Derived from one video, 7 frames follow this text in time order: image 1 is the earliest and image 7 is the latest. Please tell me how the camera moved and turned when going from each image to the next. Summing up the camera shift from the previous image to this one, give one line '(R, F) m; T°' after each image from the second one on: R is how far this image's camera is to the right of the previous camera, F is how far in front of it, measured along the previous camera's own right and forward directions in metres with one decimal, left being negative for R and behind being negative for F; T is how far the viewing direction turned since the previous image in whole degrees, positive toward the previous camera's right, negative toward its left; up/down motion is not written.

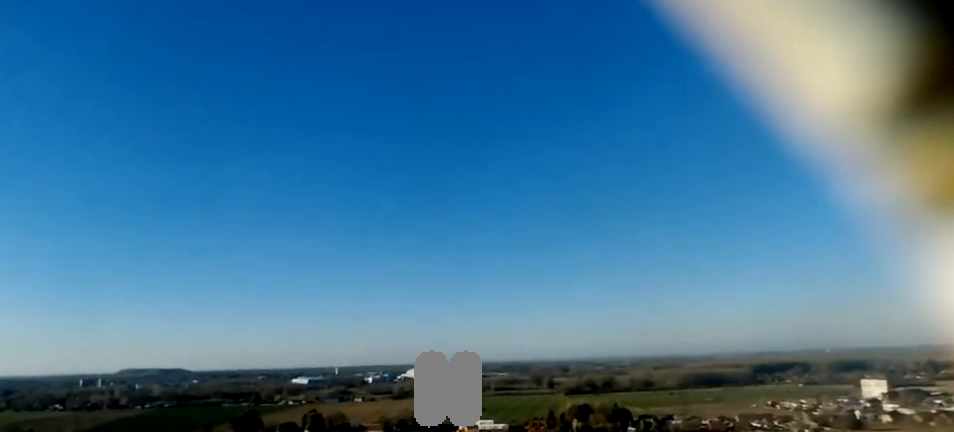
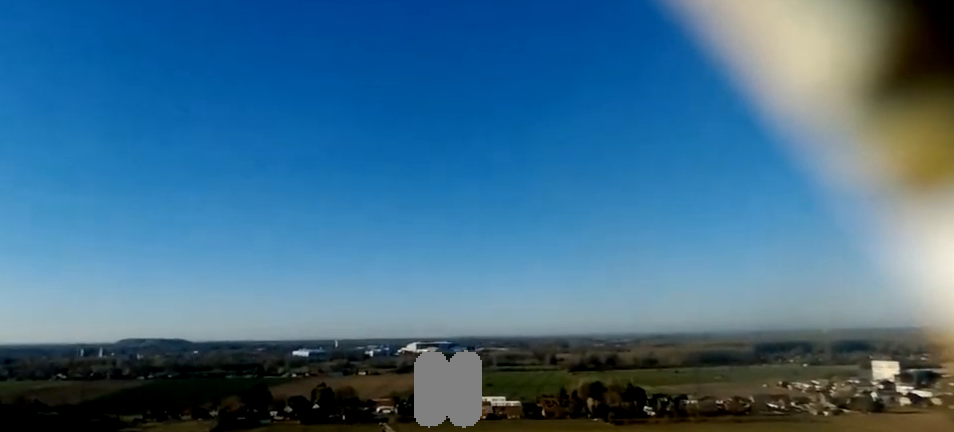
(+1.1, +16.5) m; +3°
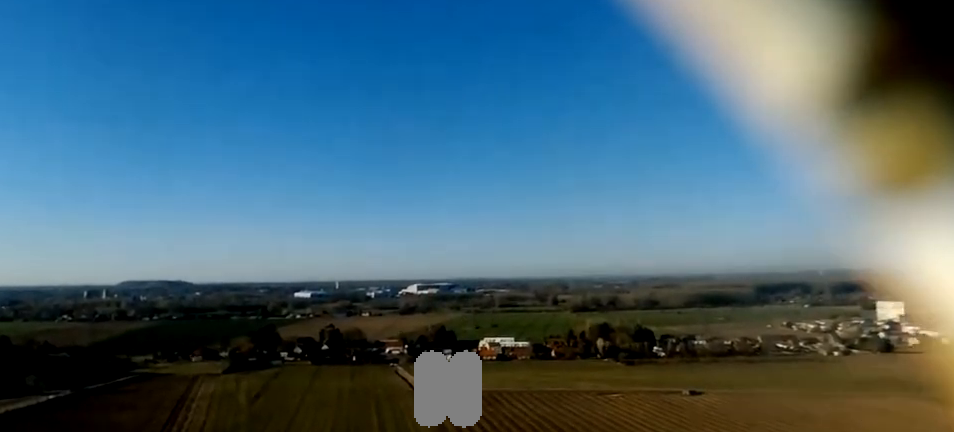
(-0.2, +12.9) m; -1°
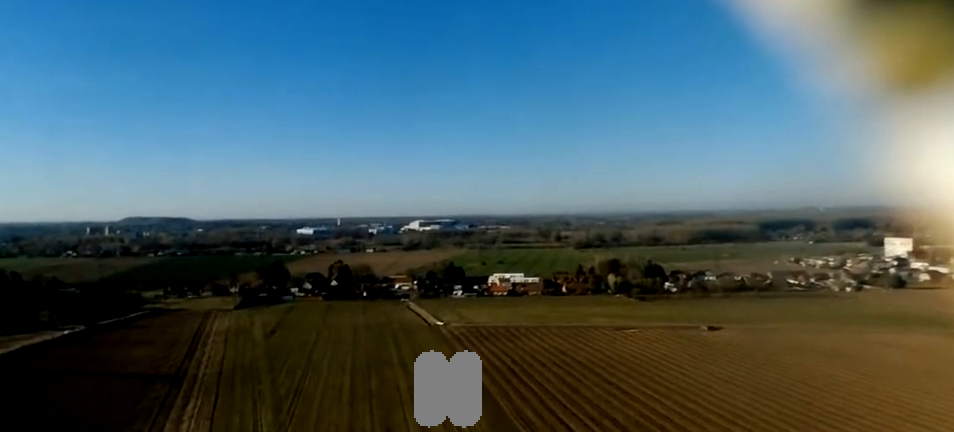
(0.0, +11.9) m; +1°
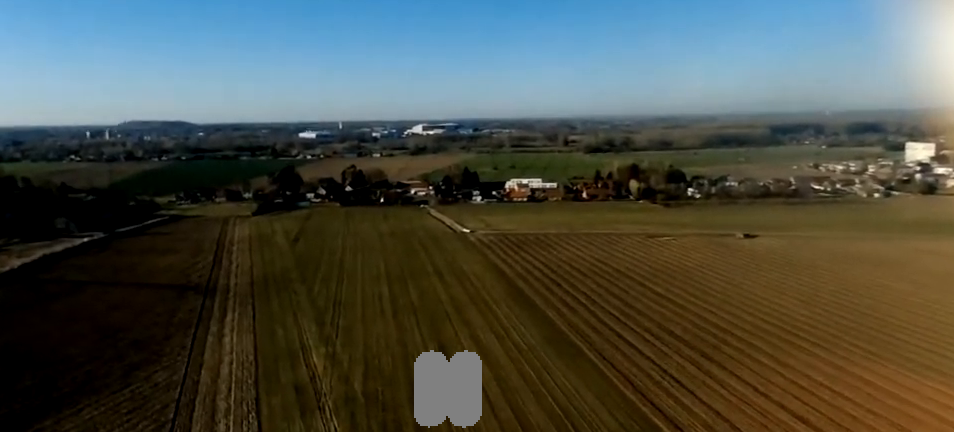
(+0.3, +16.5) m; 0°
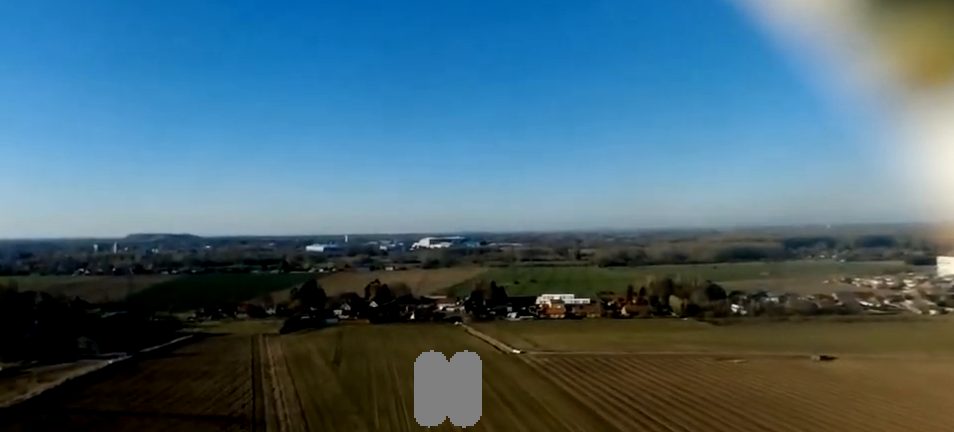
(-1.9, +29.2) m; -5°
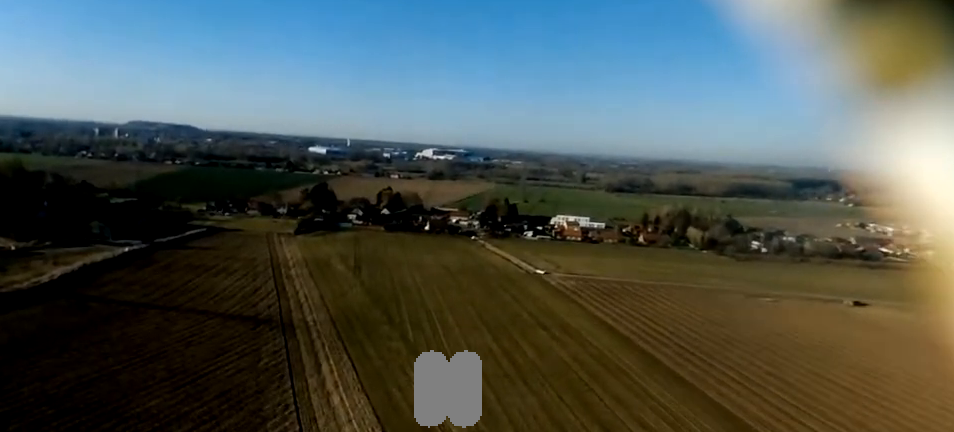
(+0.6, +19.0) m; +7°
